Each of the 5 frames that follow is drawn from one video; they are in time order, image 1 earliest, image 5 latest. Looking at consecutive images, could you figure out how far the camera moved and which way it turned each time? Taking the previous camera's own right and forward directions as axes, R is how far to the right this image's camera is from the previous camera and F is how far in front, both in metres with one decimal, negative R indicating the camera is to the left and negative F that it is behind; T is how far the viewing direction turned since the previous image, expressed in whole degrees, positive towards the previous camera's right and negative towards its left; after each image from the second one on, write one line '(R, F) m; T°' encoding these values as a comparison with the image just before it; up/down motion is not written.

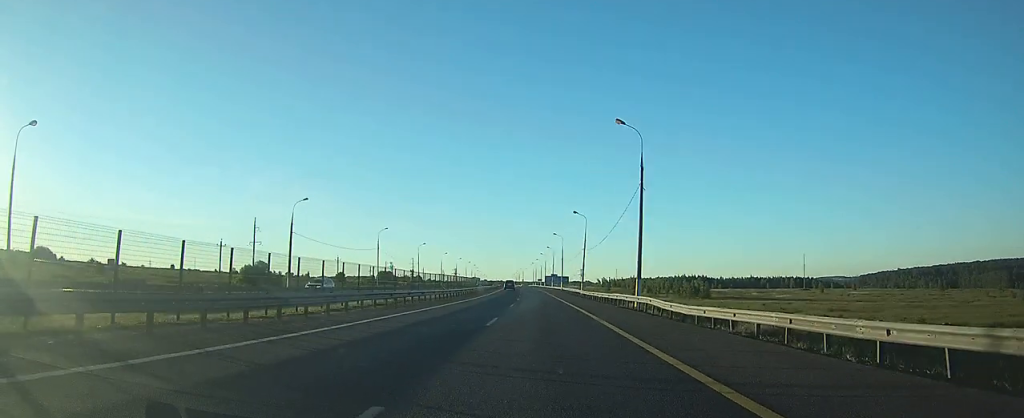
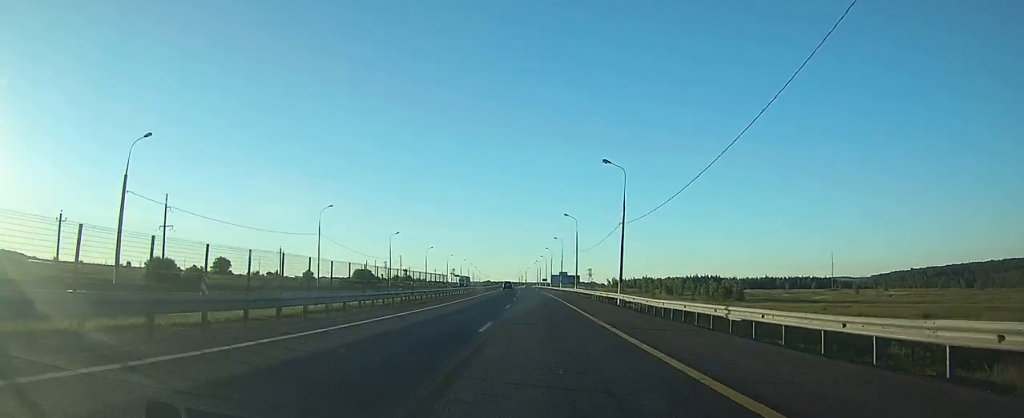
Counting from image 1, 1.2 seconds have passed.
(-0.1, +33.7) m; 0°
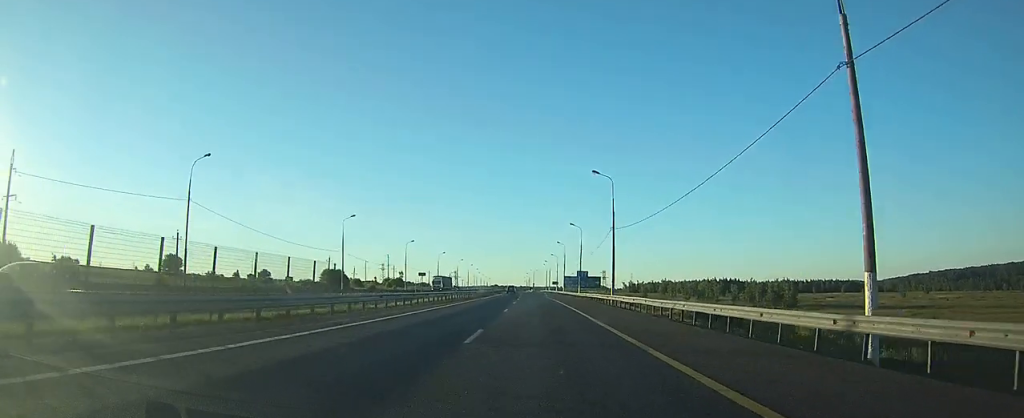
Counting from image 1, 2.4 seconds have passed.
(0.0, +34.8) m; 0°
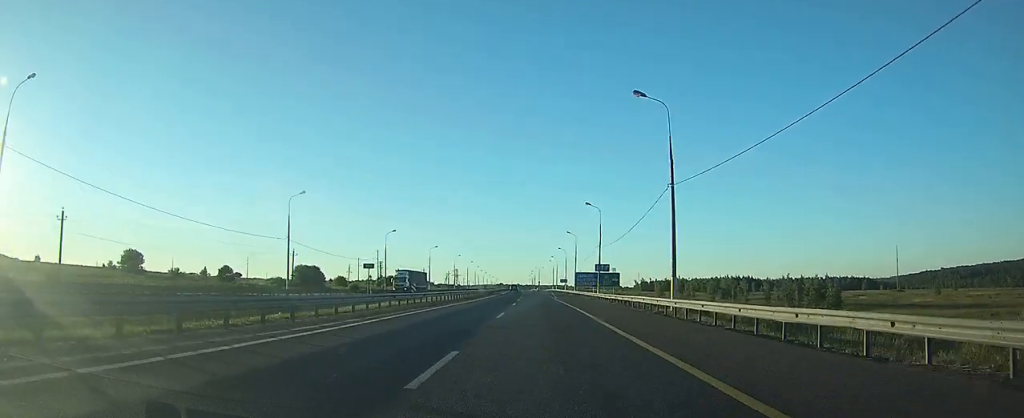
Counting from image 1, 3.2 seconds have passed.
(-0.2, +21.6) m; 0°
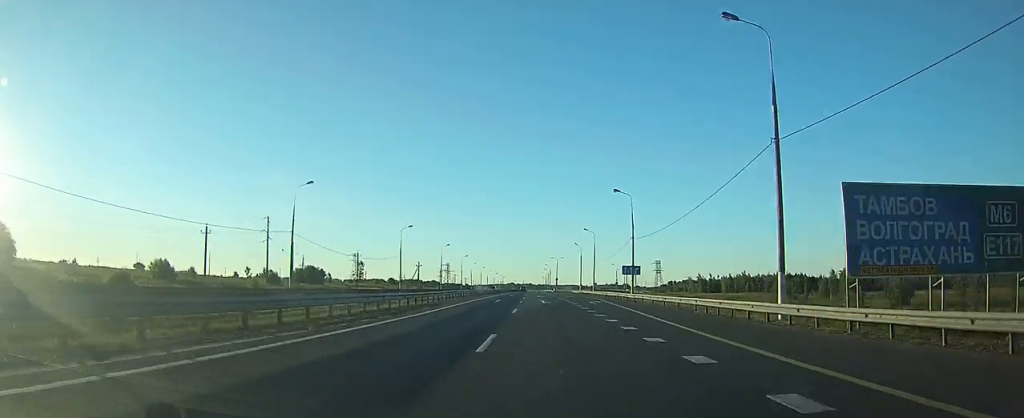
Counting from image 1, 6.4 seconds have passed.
(-1.8, +90.8) m; -2°
